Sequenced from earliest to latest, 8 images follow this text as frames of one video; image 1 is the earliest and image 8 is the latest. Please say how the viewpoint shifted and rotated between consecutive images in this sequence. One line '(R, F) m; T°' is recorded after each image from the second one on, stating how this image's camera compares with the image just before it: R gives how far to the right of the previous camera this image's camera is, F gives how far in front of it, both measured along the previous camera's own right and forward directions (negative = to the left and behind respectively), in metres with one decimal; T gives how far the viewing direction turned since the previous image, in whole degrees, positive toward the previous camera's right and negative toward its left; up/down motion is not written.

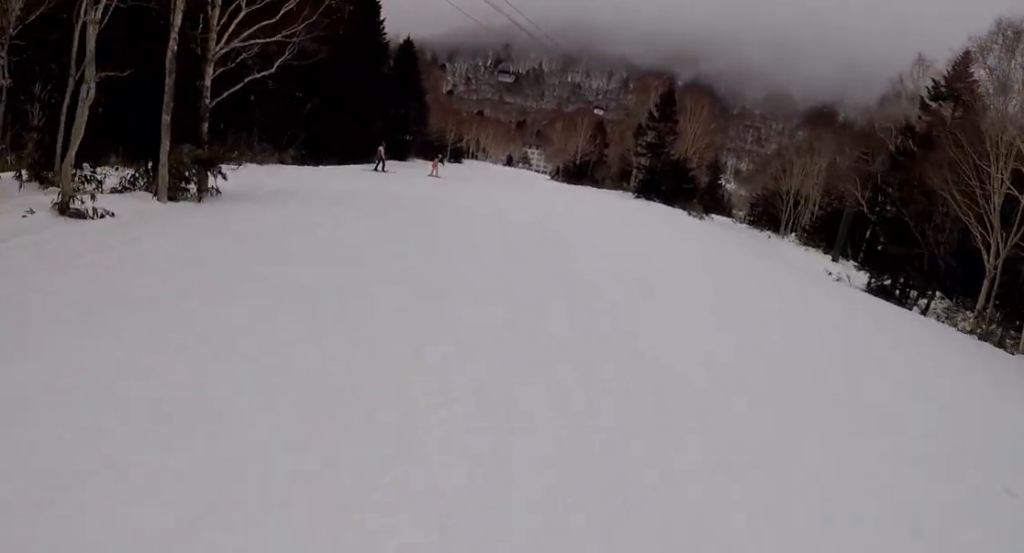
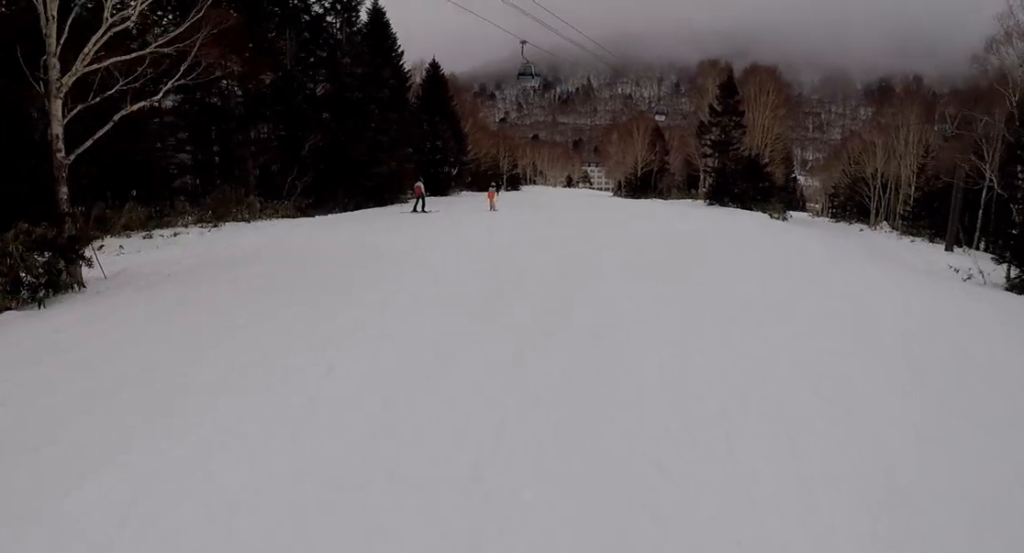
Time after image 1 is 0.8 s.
(-0.6, +7.5) m; 0°
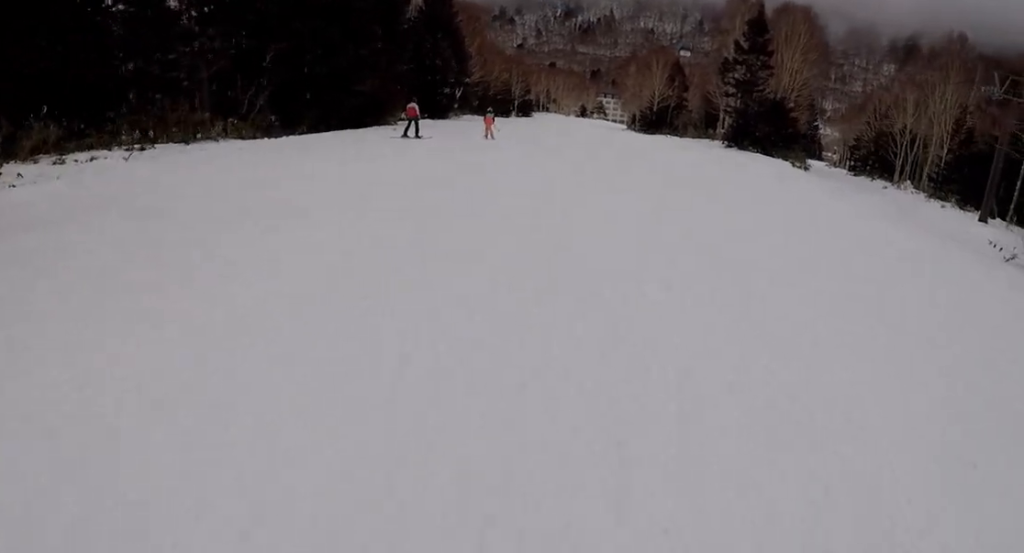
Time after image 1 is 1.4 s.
(-0.2, +4.7) m; -1°
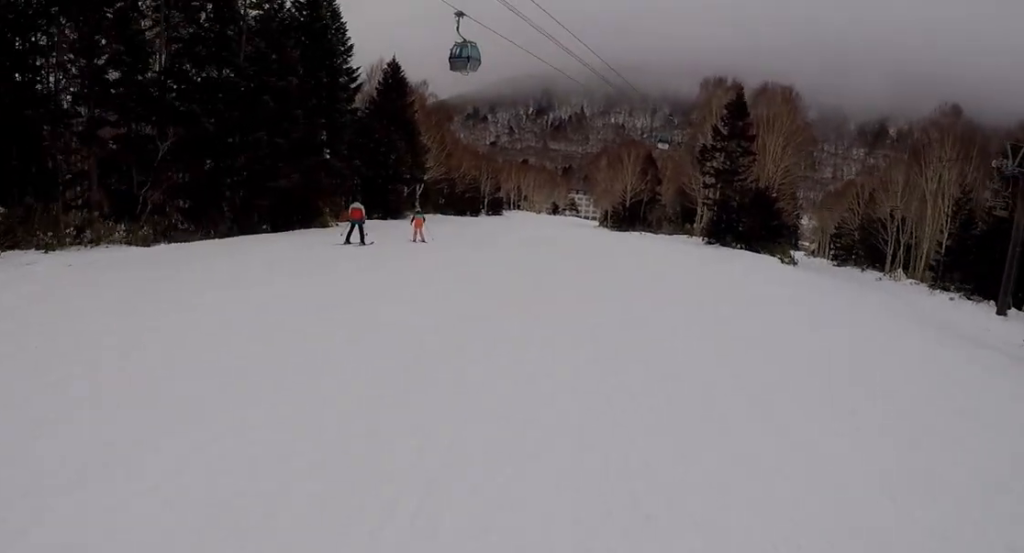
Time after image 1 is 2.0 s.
(+0.8, +6.3) m; -3°
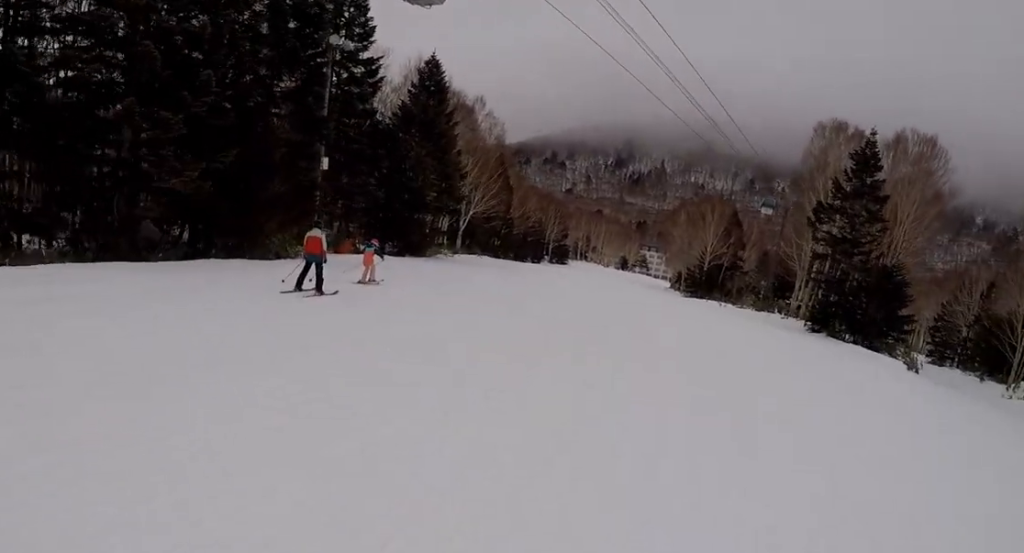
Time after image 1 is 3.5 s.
(-1.1, +13.0) m; +1°
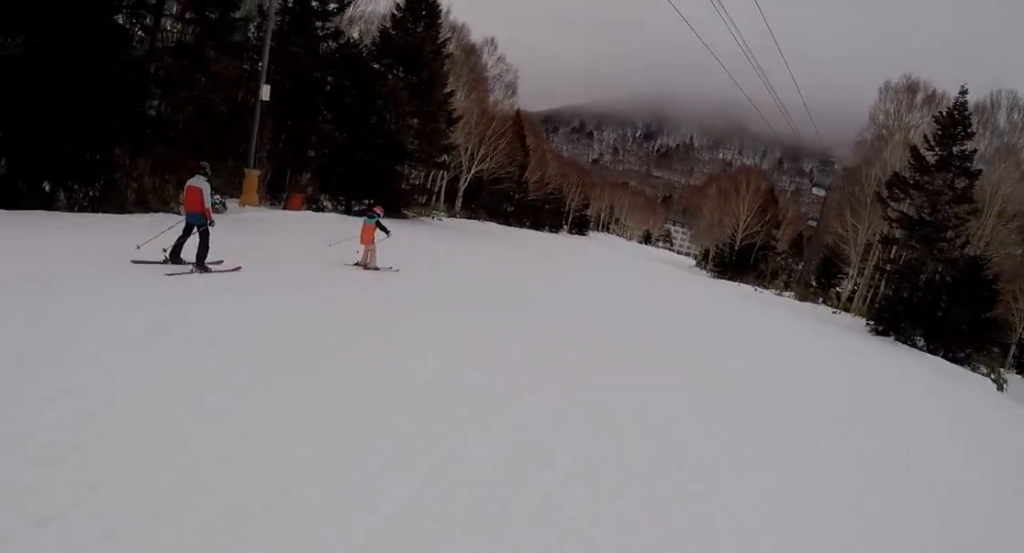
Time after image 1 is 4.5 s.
(+1.0, +9.3) m; +1°
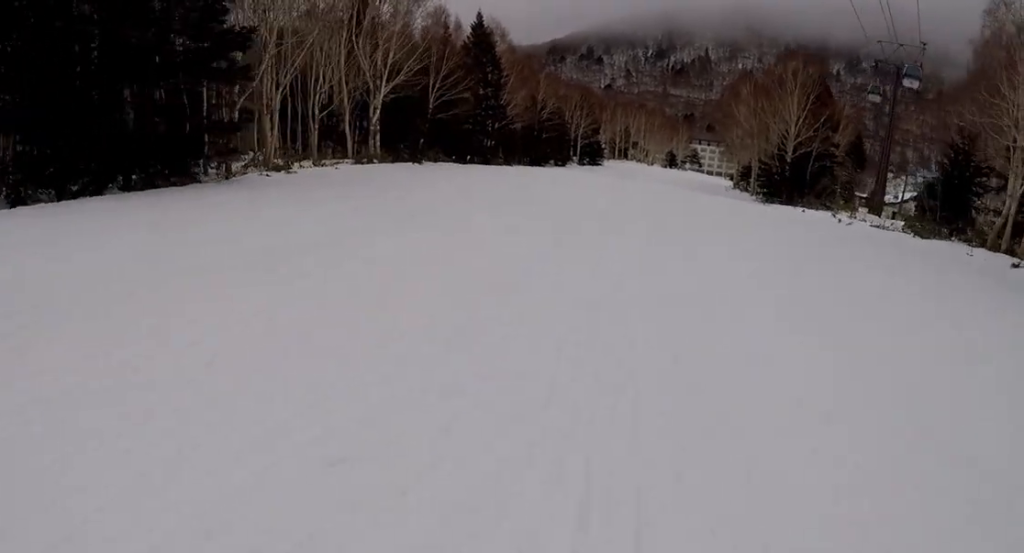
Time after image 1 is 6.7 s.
(-0.6, +19.4) m; -4°
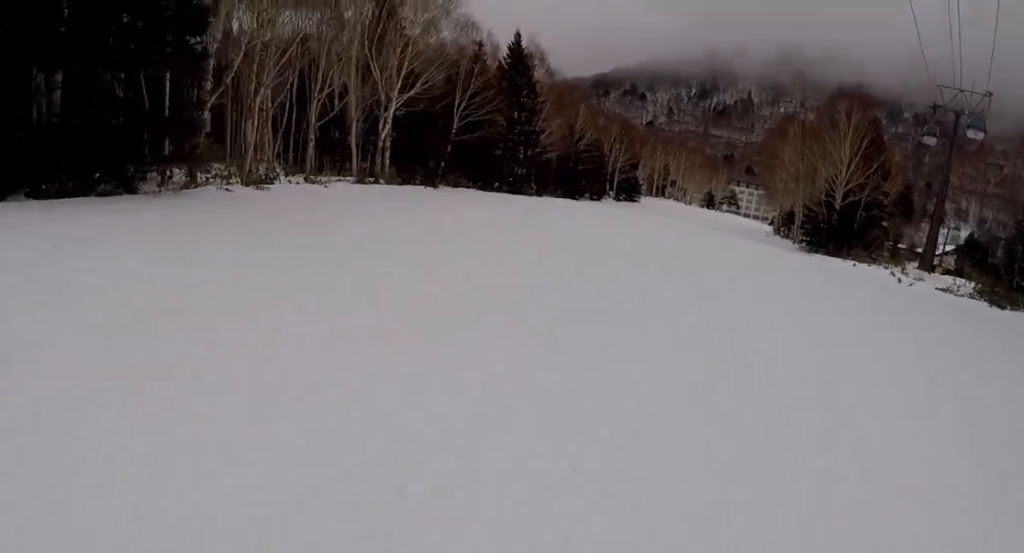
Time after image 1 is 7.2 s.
(+0.9, +4.7) m; -6°
